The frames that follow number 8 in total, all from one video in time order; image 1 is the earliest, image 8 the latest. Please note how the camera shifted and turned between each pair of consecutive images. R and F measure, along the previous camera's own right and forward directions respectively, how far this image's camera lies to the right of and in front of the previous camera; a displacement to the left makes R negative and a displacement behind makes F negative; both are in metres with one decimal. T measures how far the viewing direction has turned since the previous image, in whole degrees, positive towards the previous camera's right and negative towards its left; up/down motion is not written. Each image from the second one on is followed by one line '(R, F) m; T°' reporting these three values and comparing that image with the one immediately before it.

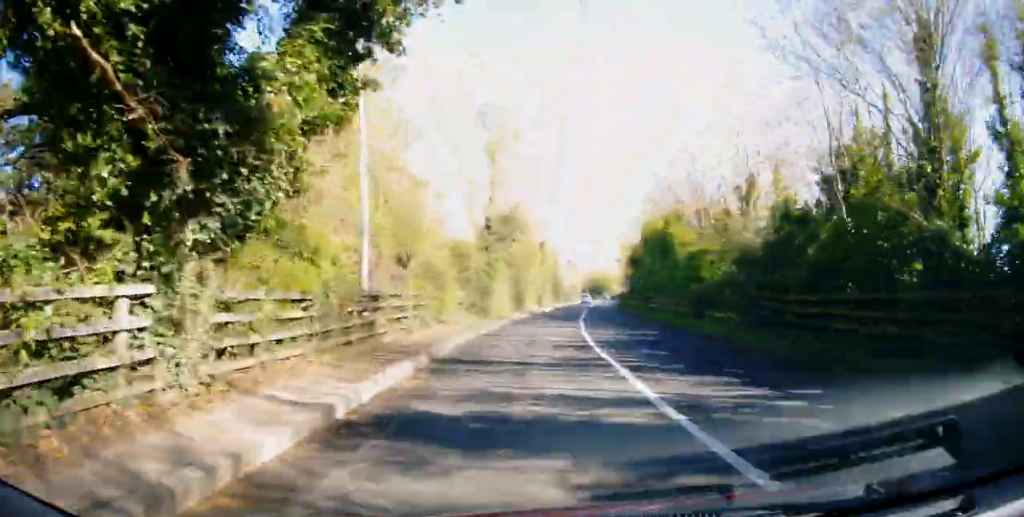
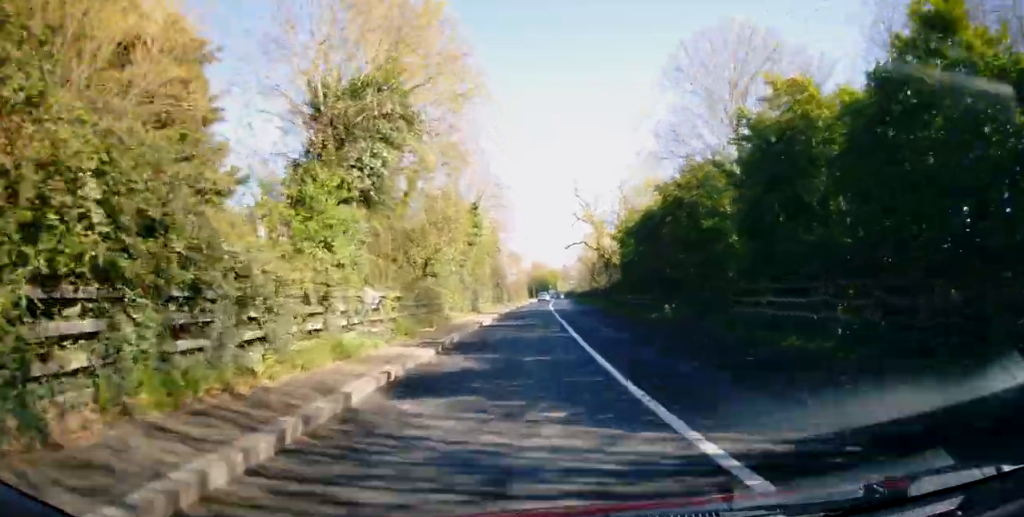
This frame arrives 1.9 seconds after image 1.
(+2.5, +25.9) m; +1°
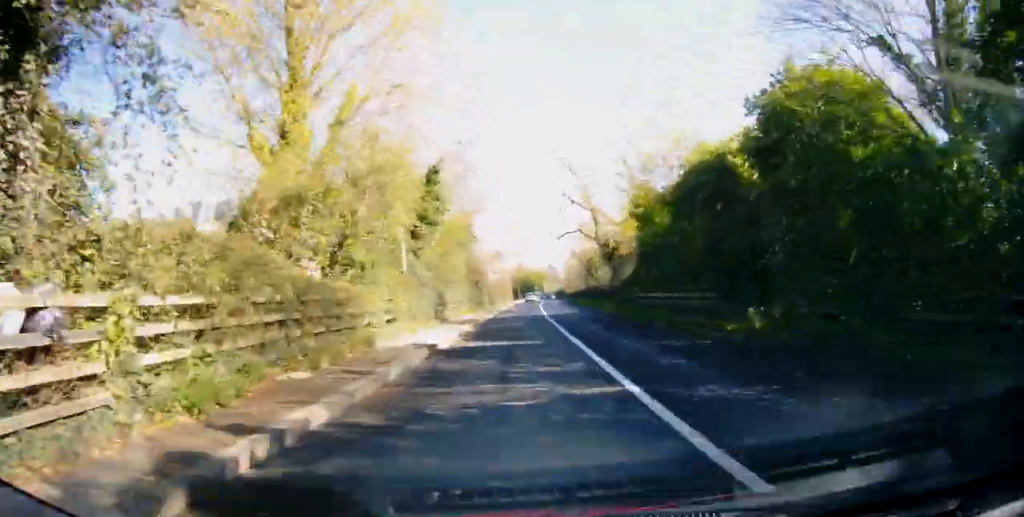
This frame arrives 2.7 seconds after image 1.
(+0.5, +11.2) m; -1°
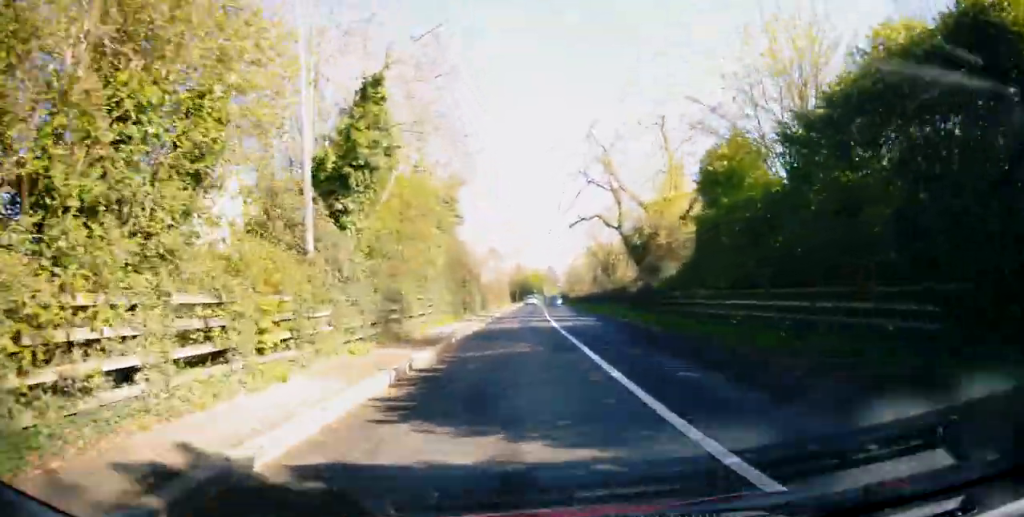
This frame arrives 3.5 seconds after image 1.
(-0.6, +11.4) m; -1°
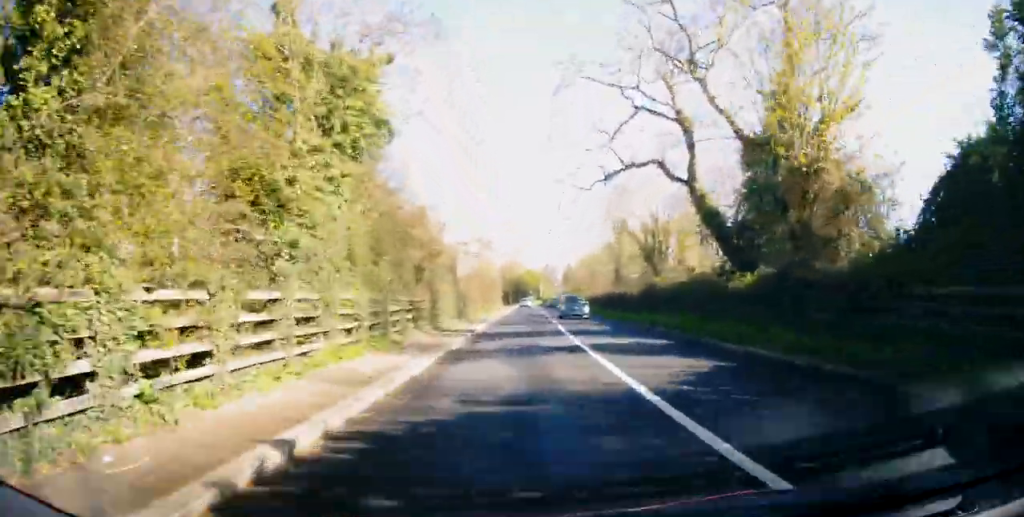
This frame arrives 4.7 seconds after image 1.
(+0.1, +17.5) m; +2°
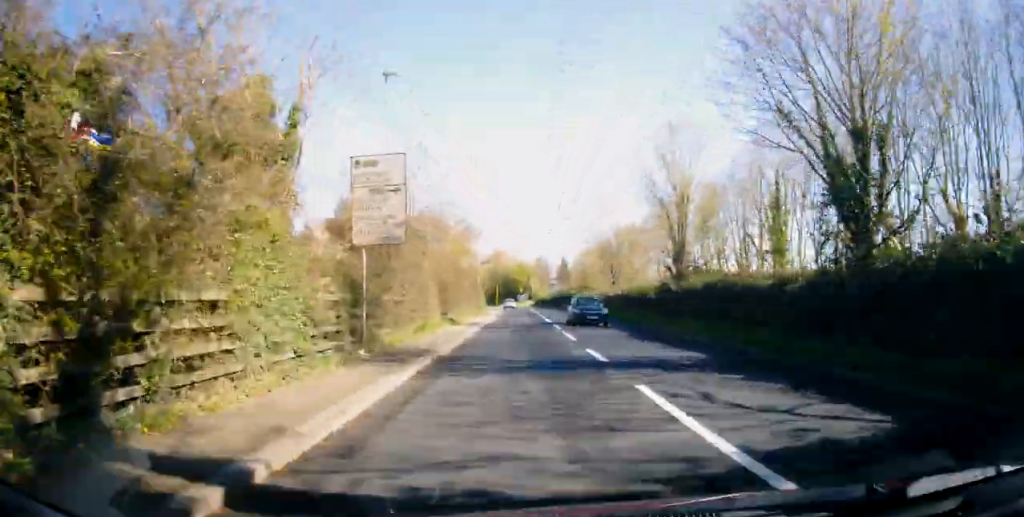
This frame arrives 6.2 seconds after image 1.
(+0.5, +20.7) m; +6°
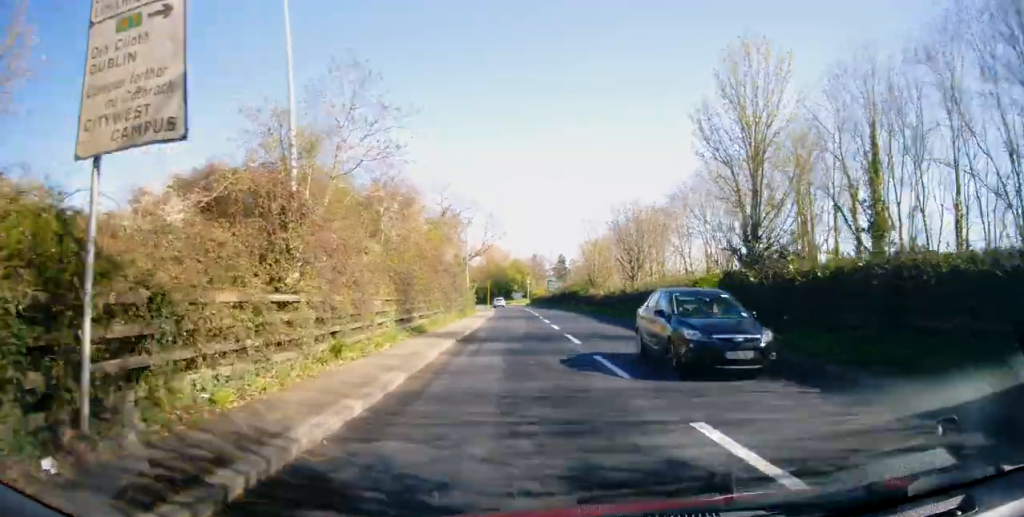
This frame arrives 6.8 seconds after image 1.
(-0.5, +9.2) m; +8°
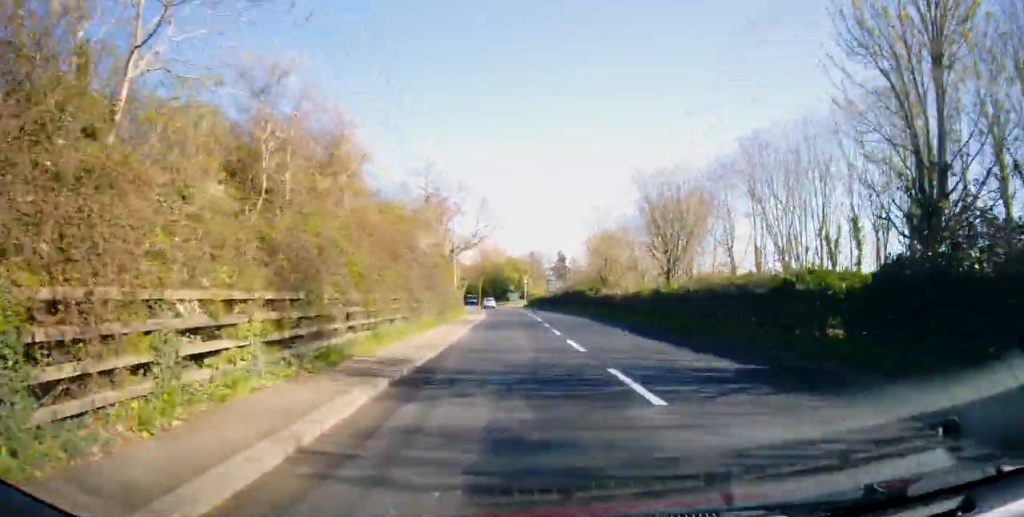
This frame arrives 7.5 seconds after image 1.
(+2.0, +7.9) m; 0°
